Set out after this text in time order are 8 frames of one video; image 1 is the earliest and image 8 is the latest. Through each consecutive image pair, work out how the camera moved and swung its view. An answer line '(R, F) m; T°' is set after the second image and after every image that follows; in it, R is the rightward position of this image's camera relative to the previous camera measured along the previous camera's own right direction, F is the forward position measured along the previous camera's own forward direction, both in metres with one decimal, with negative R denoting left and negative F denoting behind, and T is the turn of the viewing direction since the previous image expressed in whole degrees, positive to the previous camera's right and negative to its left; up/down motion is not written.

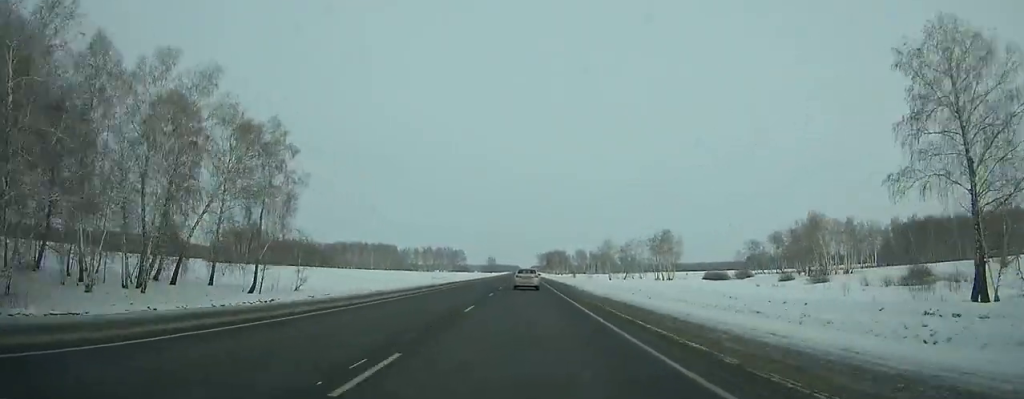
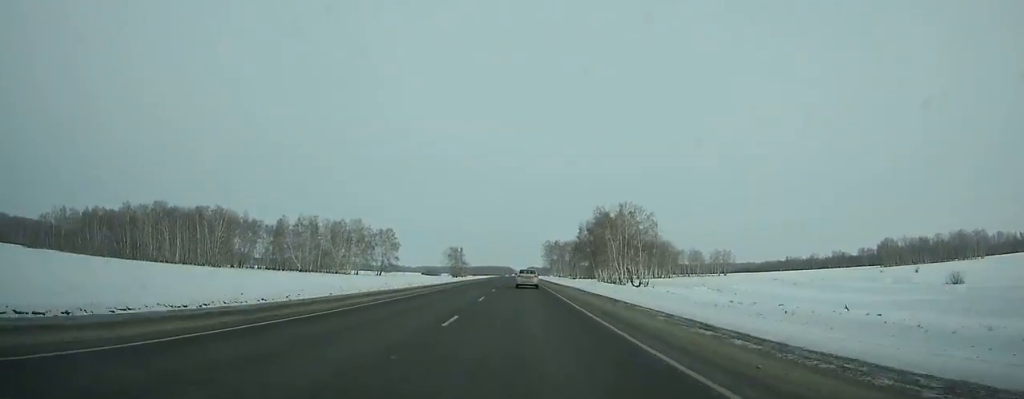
(-0.8, +256.6) m; 0°
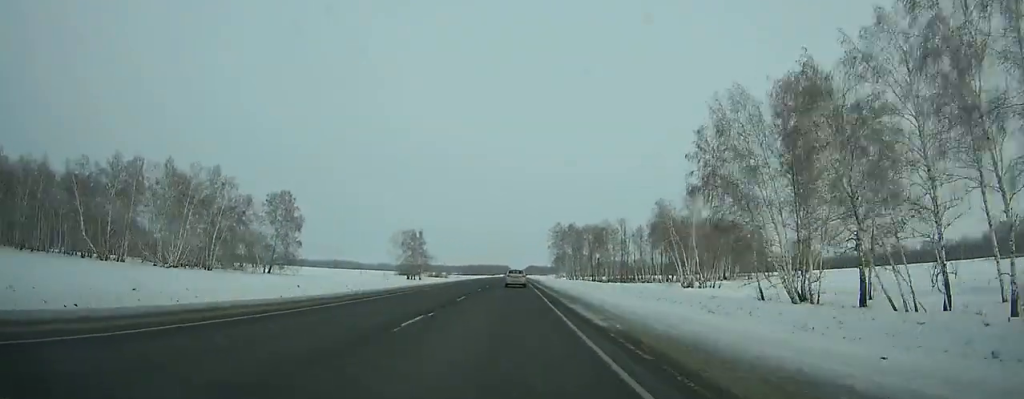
(0.0, +110.1) m; 0°
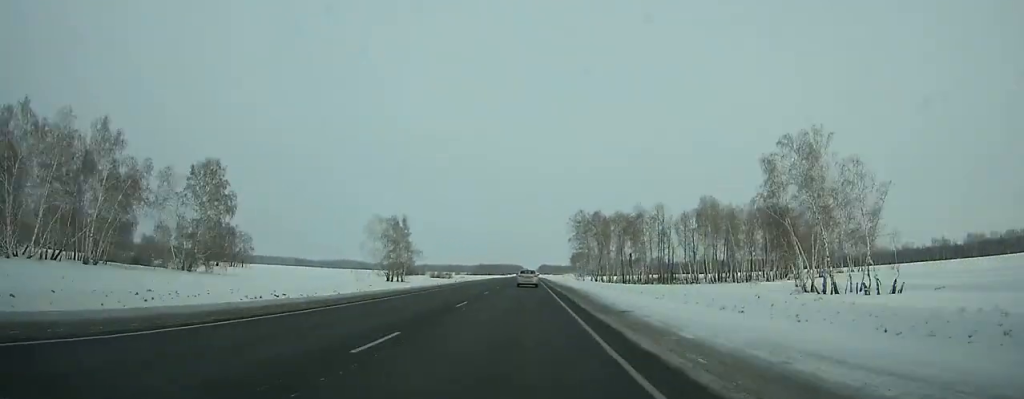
(-0.2, +40.4) m; 0°
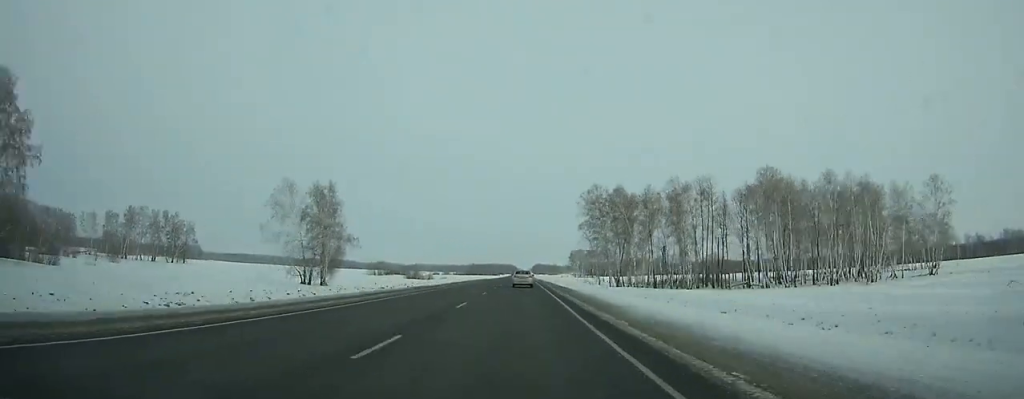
(0.0, +48.6) m; 0°
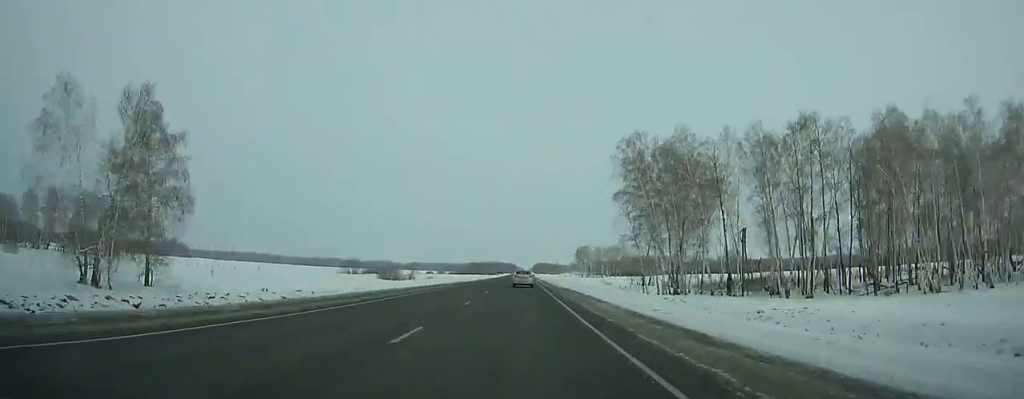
(0.0, +45.9) m; 0°
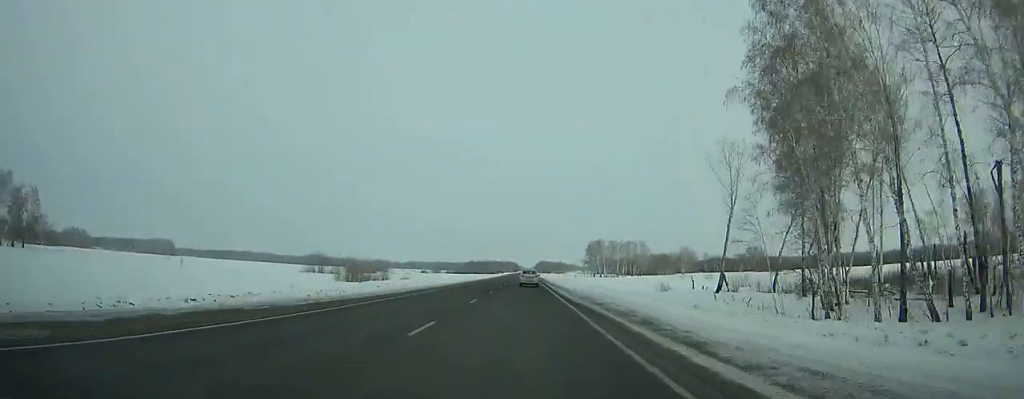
(+0.1, +45.8) m; 0°
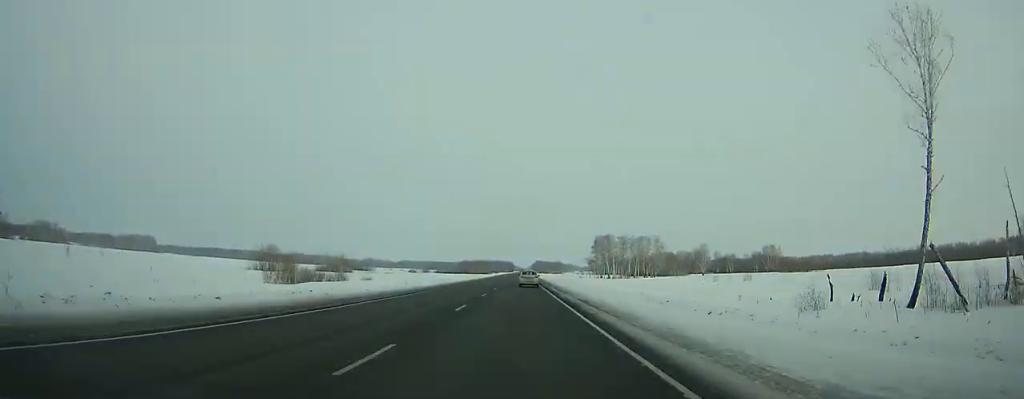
(0.0, +40.5) m; 0°
